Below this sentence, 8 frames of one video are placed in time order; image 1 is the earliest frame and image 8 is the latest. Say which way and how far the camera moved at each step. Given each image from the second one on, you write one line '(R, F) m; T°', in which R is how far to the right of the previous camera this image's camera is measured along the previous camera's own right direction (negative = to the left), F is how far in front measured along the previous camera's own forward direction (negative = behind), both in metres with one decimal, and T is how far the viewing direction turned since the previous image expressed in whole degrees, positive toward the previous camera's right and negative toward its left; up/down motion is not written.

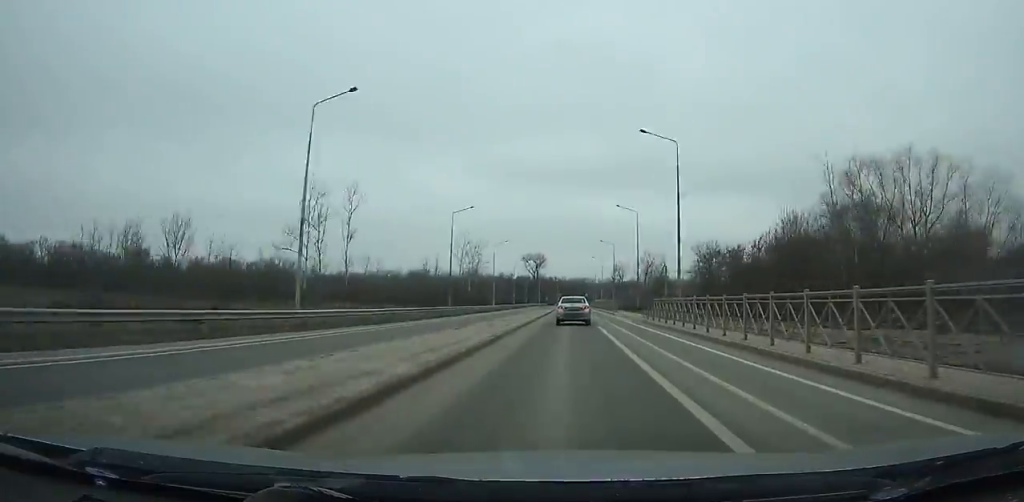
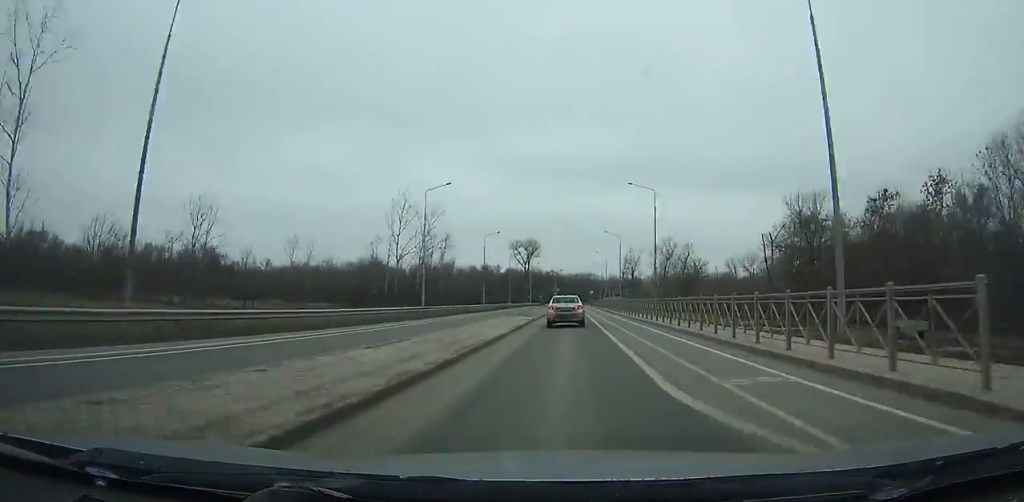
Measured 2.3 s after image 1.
(+0.2, +45.8) m; 0°
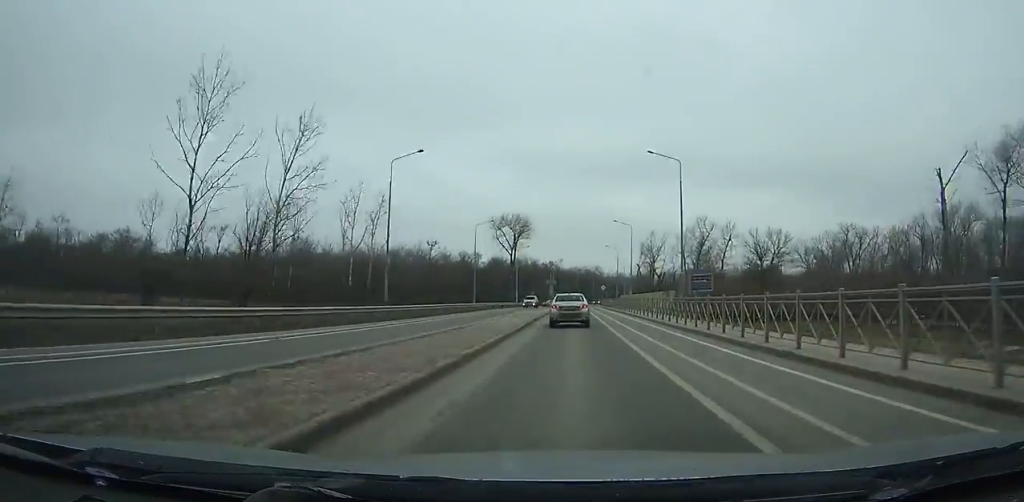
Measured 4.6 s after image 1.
(-0.1, +44.9) m; 0°
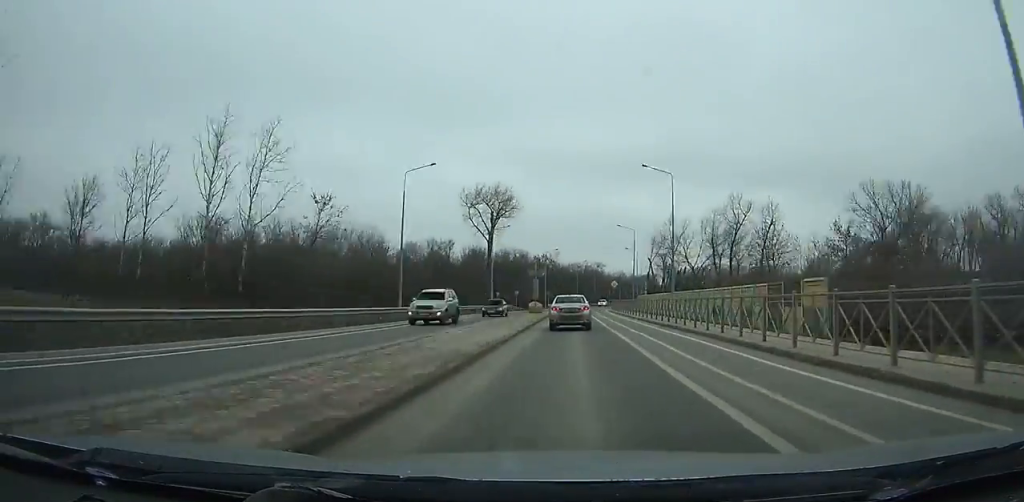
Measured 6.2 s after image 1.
(-0.1, +30.9) m; +1°
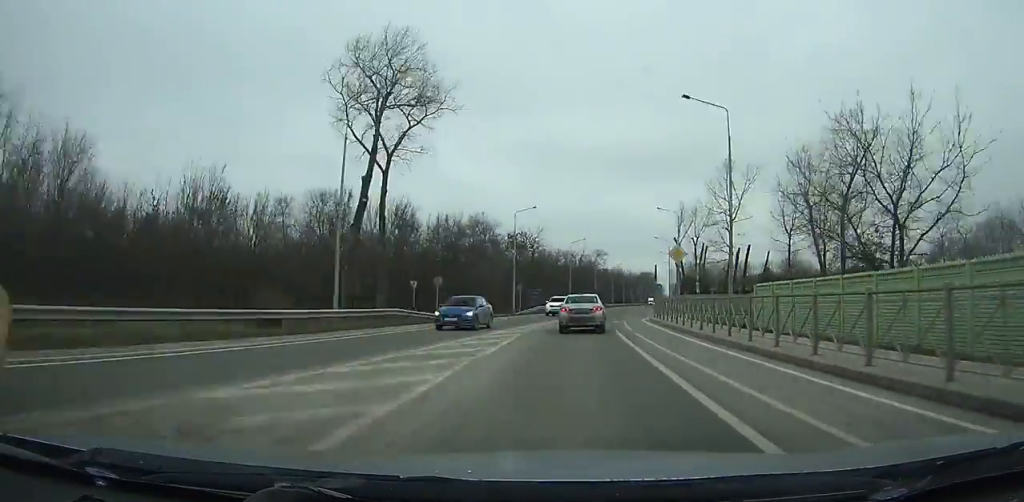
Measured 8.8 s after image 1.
(+0.2, +49.2) m; +4°
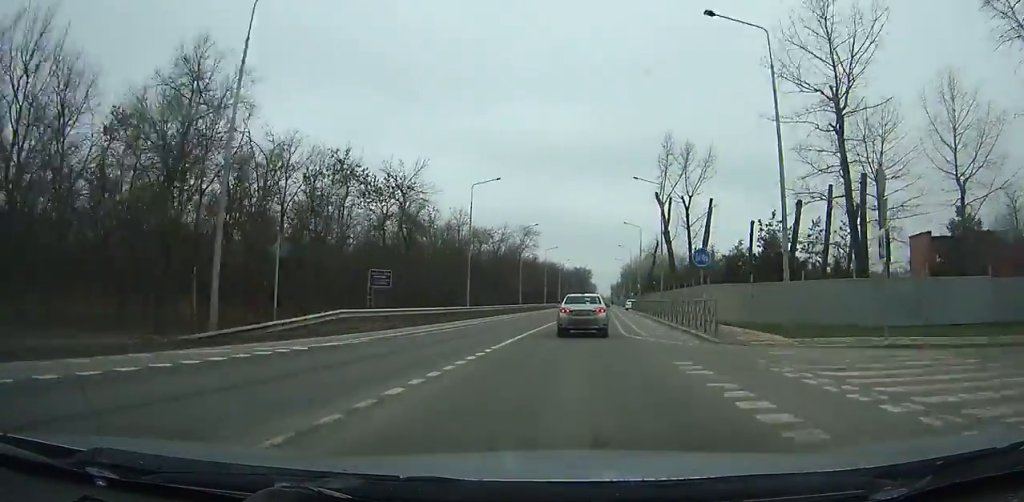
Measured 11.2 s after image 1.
(+2.8, +44.5) m; +4°
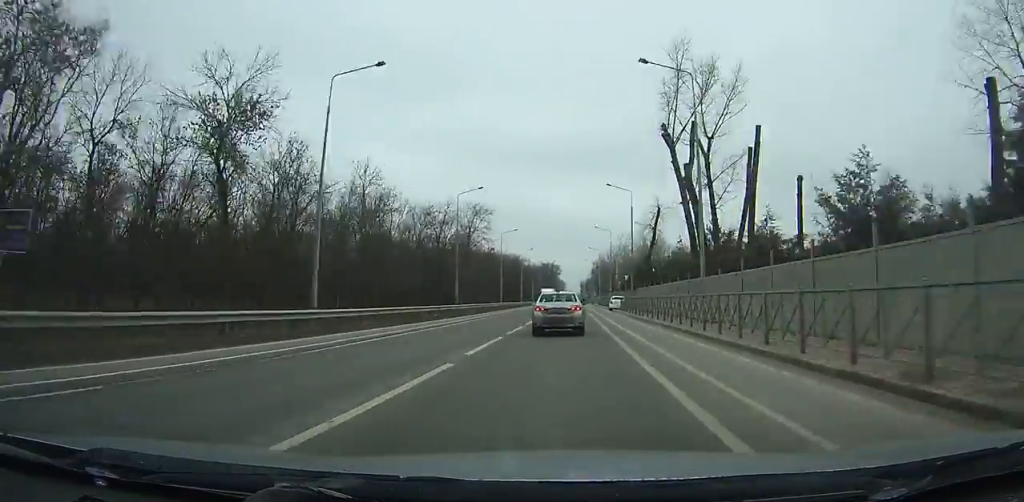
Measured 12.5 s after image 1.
(+0.5, +24.1) m; +1°
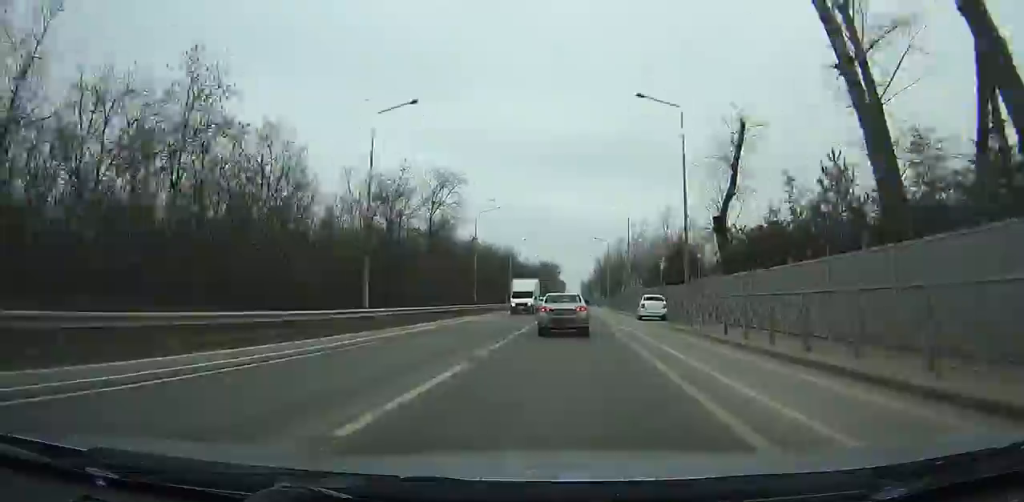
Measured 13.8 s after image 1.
(+0.5, +23.9) m; 0°
